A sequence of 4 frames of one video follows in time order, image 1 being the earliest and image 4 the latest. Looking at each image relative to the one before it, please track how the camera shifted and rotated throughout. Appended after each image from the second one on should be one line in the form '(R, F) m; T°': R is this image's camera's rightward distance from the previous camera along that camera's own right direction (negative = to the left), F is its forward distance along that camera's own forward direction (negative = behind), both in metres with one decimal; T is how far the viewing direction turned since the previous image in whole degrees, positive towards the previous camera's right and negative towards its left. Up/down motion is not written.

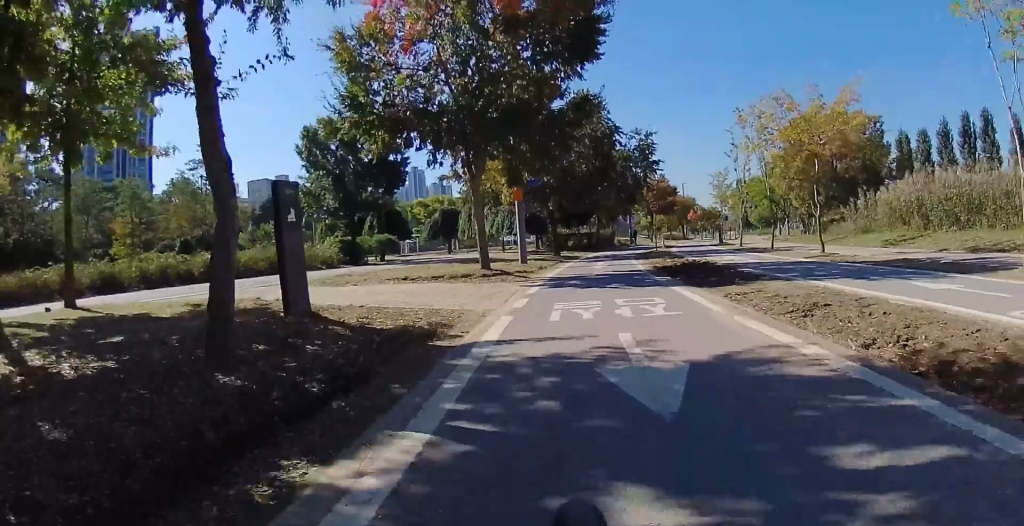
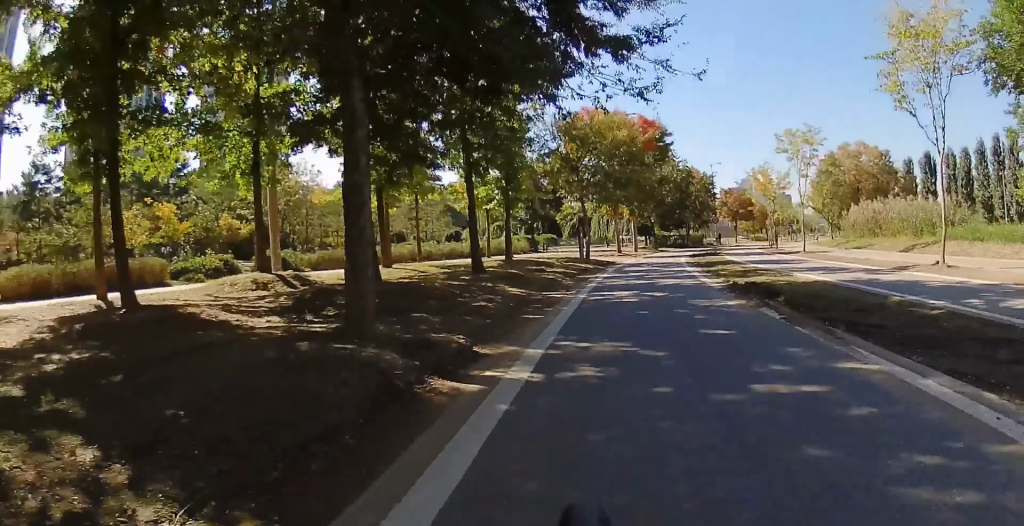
(-0.9, +18.6) m; -3°
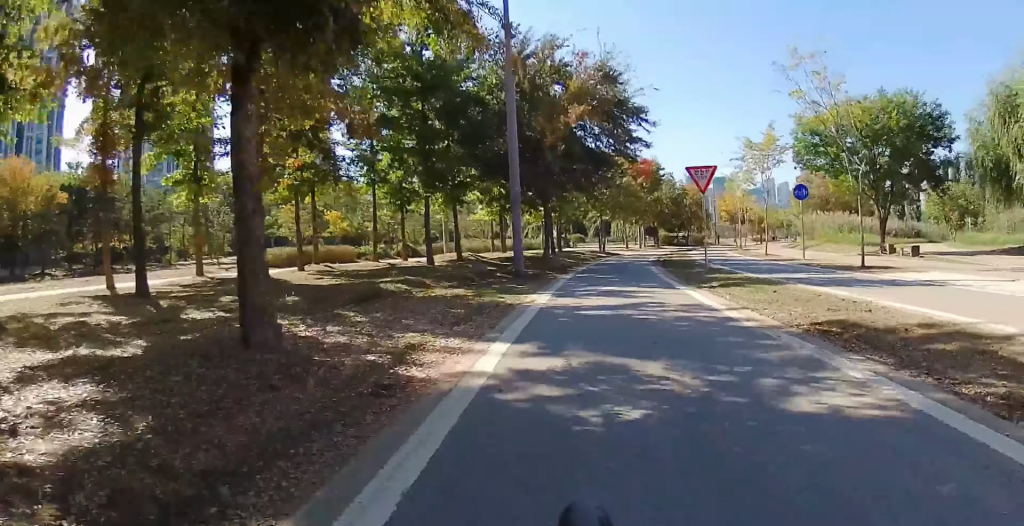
(-0.2, +15.5) m; -7°
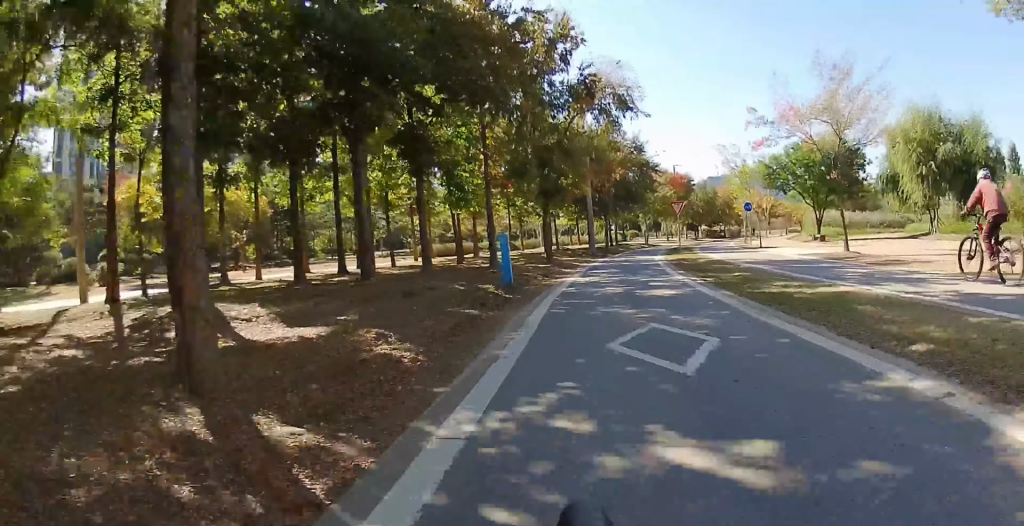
(-2.7, +15.8) m; -8°
